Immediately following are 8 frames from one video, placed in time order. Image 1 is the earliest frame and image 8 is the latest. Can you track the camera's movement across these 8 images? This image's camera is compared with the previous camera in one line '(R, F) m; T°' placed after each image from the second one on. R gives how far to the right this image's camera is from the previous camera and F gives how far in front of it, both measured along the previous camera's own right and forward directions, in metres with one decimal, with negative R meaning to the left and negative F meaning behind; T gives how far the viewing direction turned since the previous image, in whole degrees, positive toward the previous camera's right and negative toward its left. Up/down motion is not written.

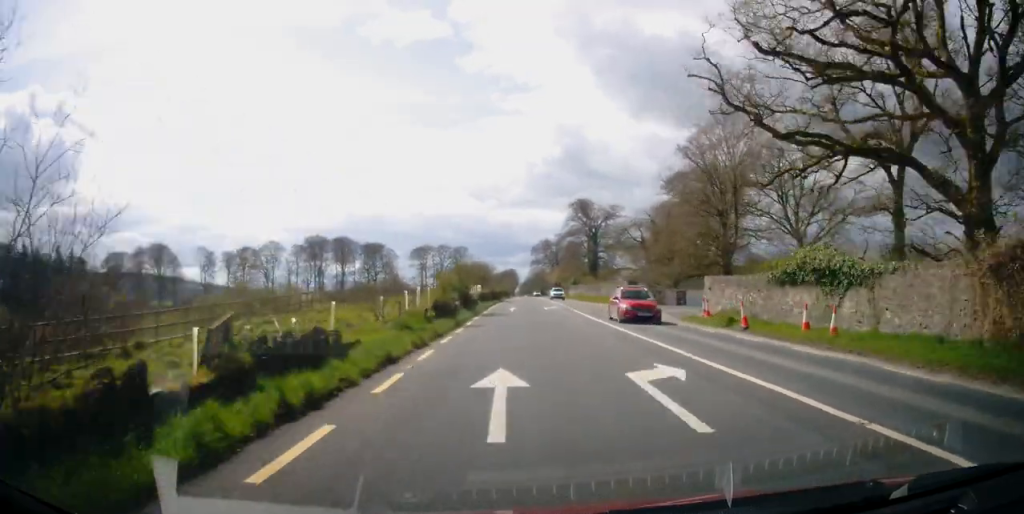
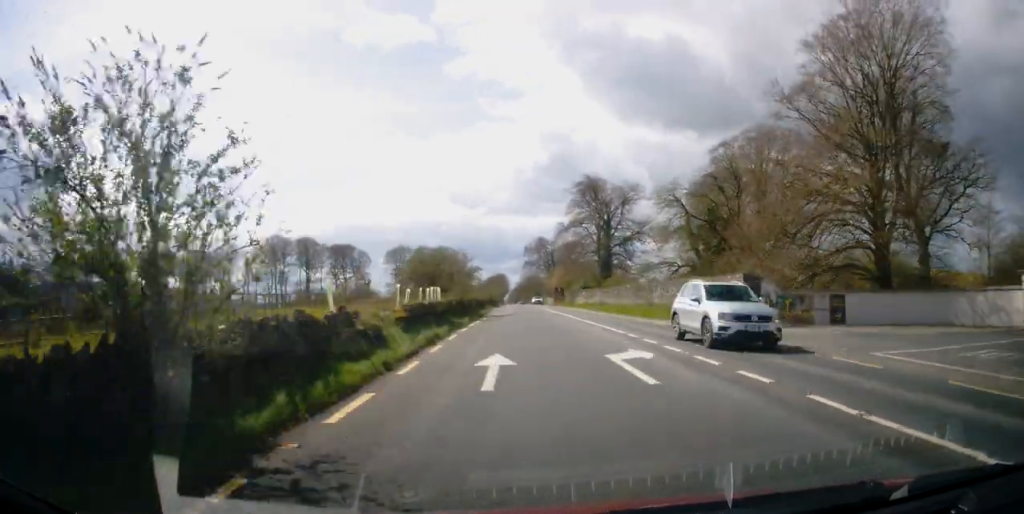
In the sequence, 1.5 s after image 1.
(+0.6, +30.5) m; +3°
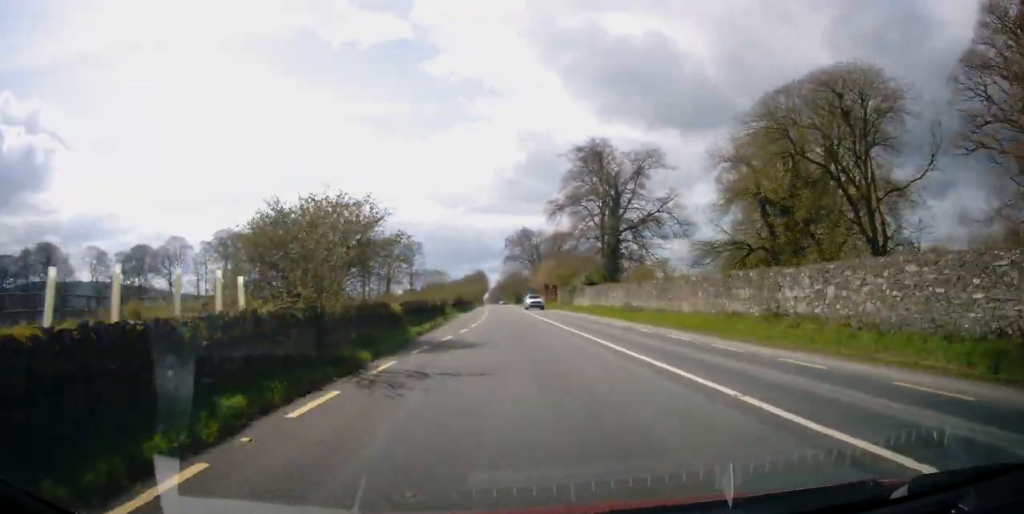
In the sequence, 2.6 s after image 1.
(+0.3, +24.2) m; 0°
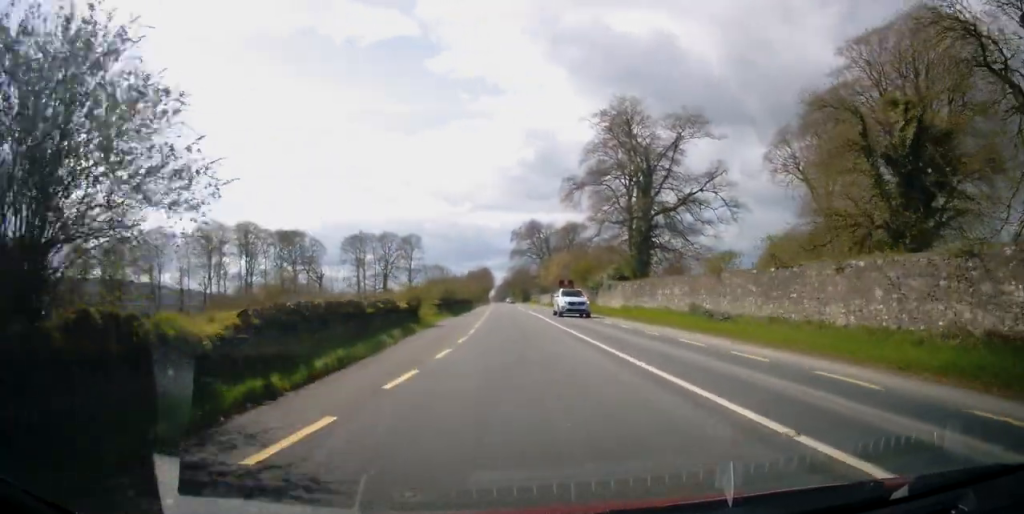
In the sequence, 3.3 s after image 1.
(-0.2, +14.3) m; -1°
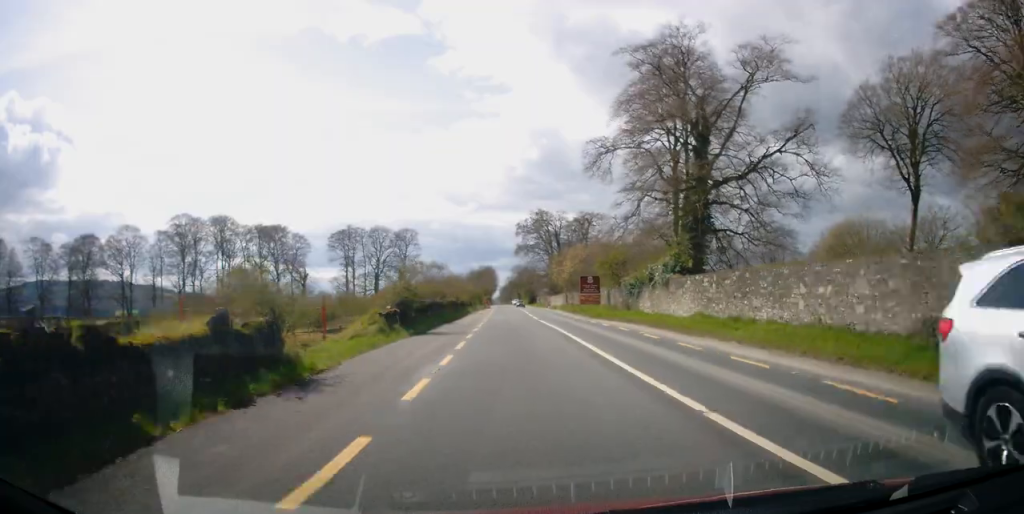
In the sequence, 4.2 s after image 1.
(-0.2, +17.0) m; -1°
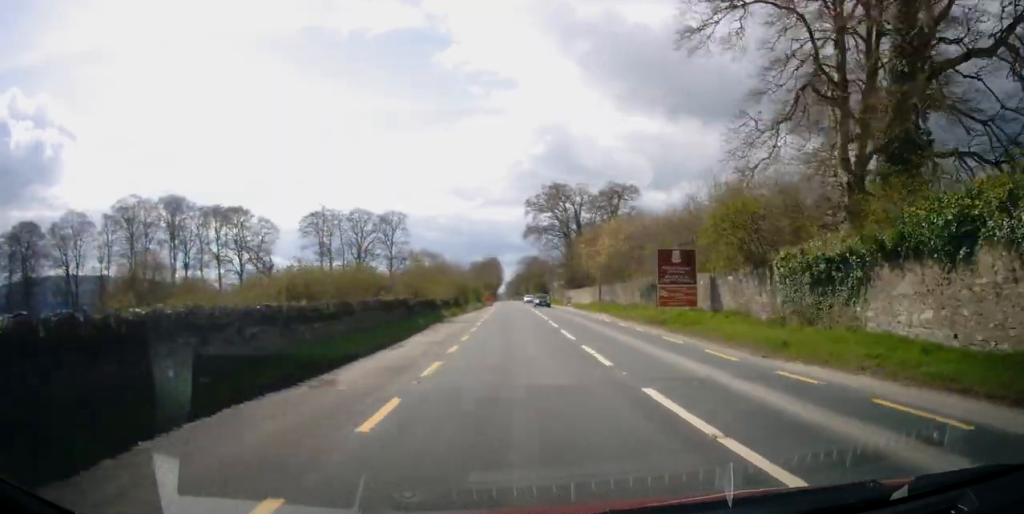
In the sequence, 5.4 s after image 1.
(0.0, +26.2) m; 0°
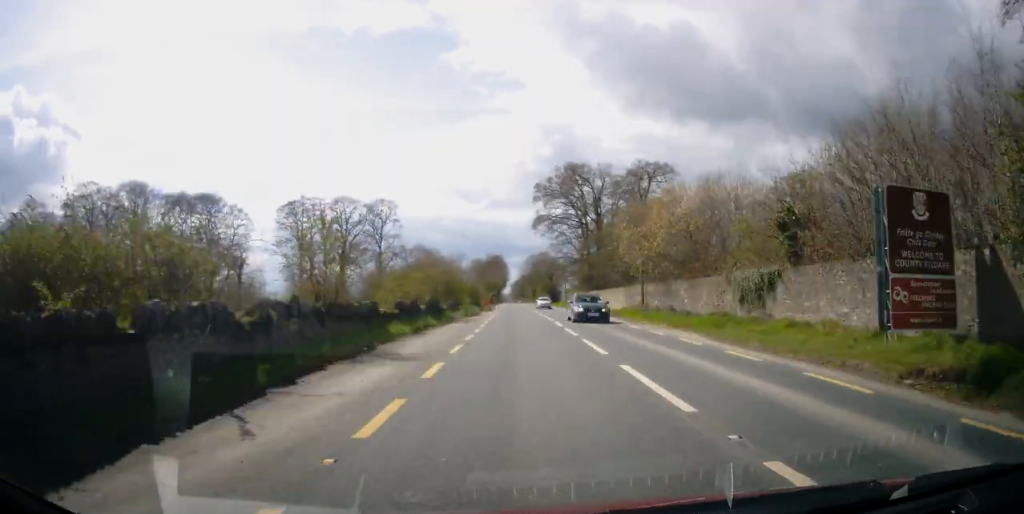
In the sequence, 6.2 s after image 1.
(0.0, +16.7) m; 0°
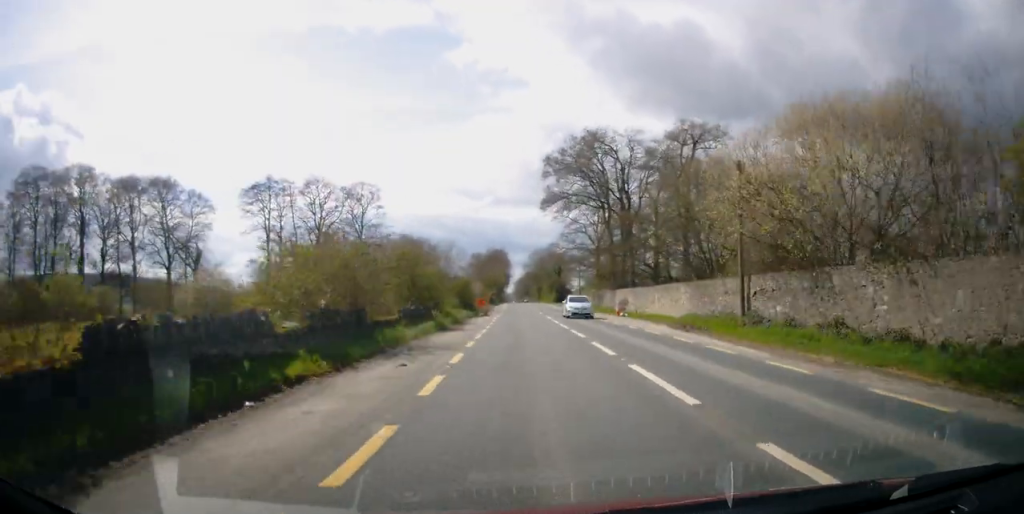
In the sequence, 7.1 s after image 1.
(0.0, +17.5) m; 0°
